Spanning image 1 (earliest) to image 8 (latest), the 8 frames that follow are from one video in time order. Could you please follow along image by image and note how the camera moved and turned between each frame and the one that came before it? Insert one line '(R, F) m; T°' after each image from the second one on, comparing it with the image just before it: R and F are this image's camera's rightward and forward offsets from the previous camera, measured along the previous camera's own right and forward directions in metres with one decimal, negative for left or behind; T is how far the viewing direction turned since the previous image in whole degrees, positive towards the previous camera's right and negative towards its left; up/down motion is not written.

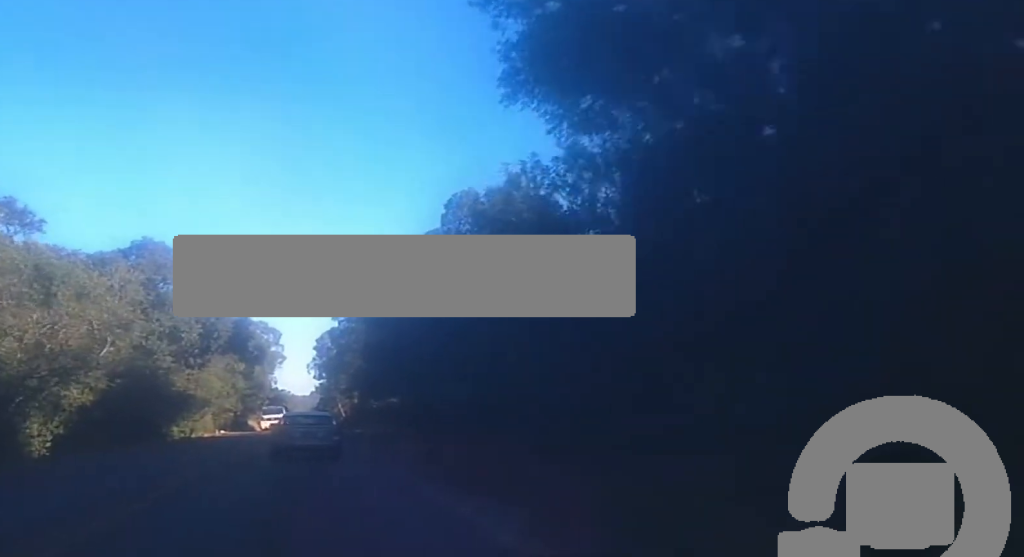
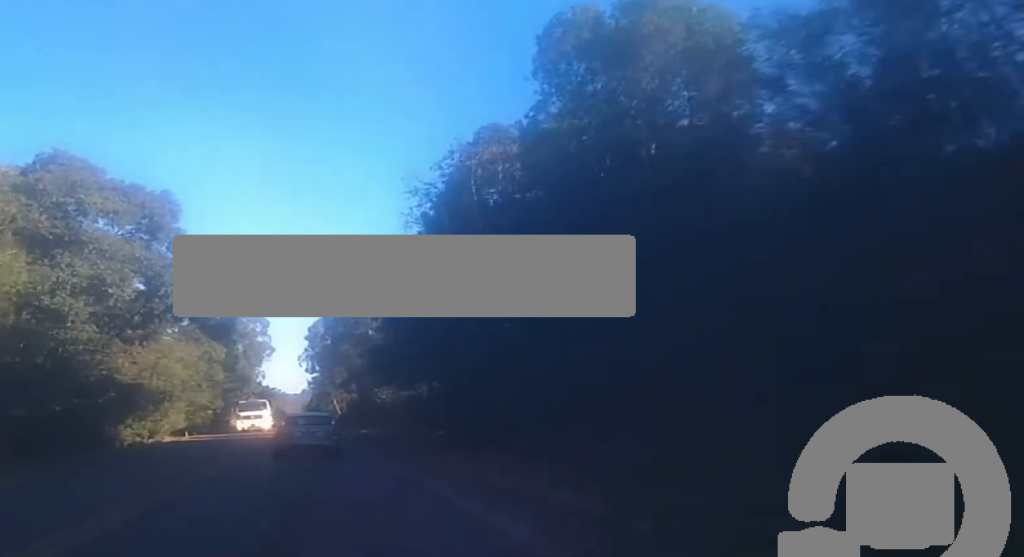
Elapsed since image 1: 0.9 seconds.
(-0.3, +18.8) m; -1°
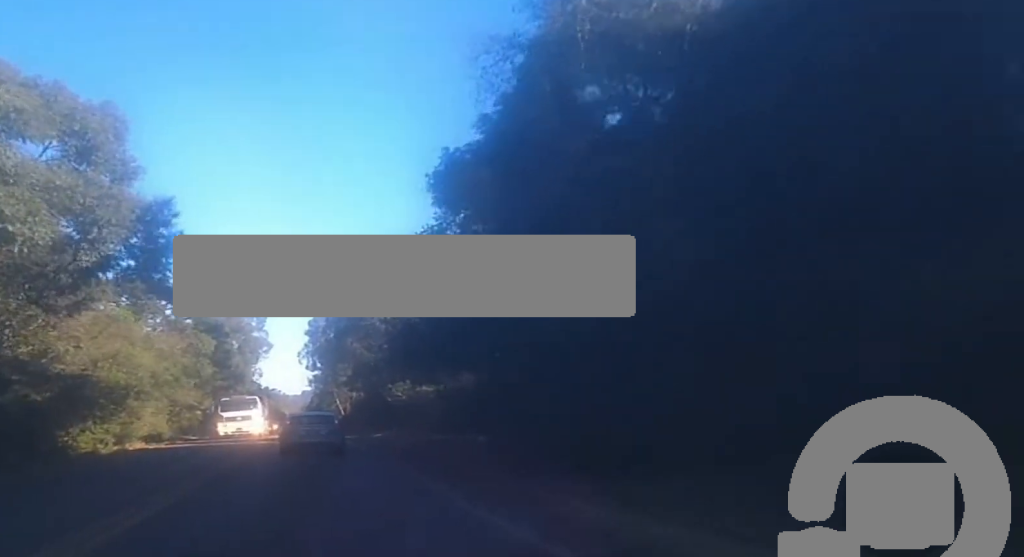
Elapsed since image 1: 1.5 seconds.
(0.0, +12.1) m; 0°
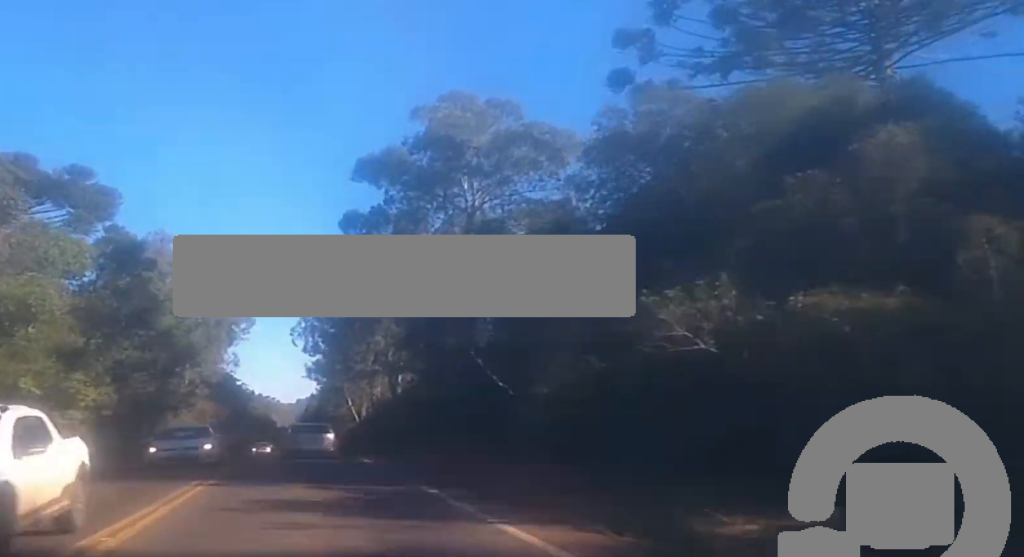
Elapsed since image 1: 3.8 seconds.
(0.0, +50.7) m; -1°
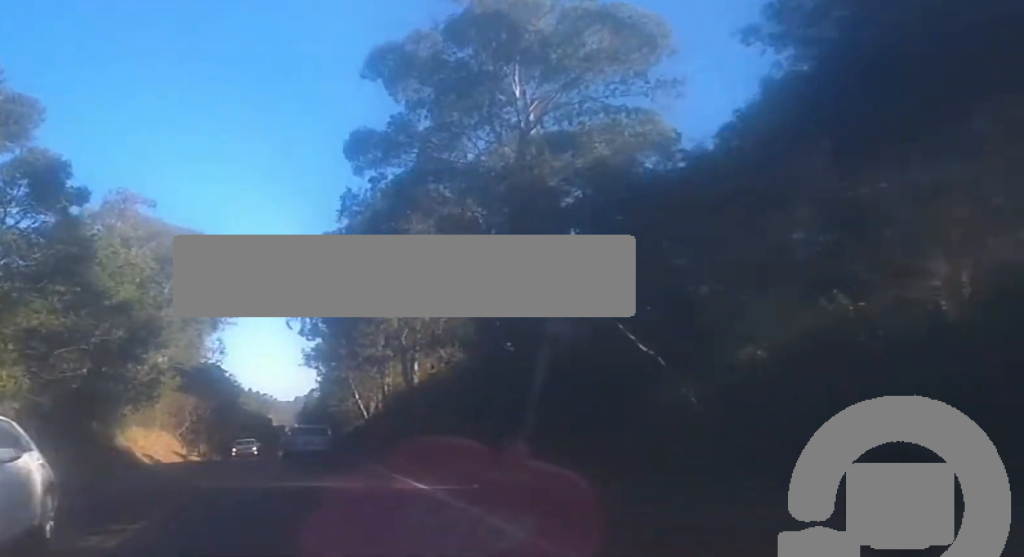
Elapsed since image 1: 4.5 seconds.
(0.0, +15.7) m; +1°
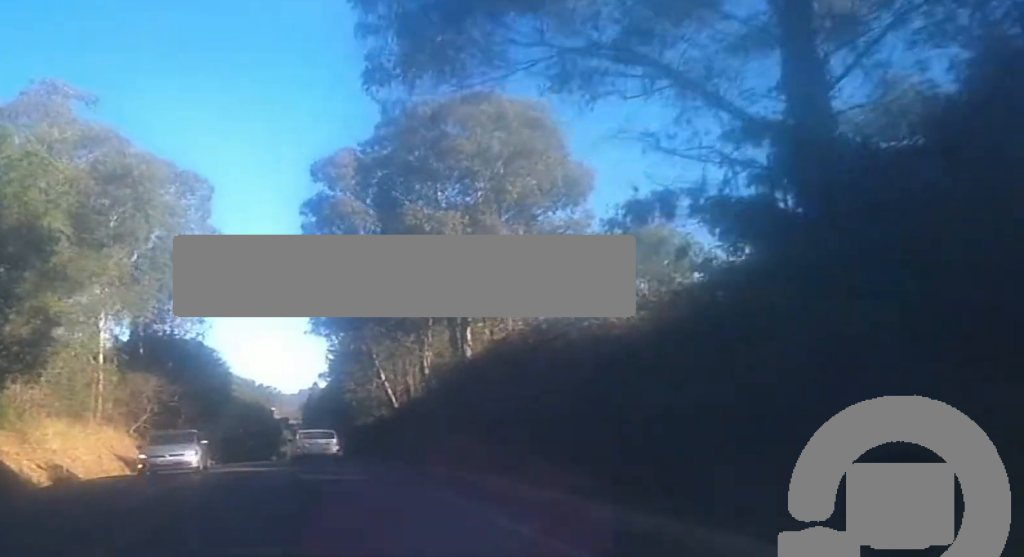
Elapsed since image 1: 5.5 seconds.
(+0.8, +23.4) m; +3°
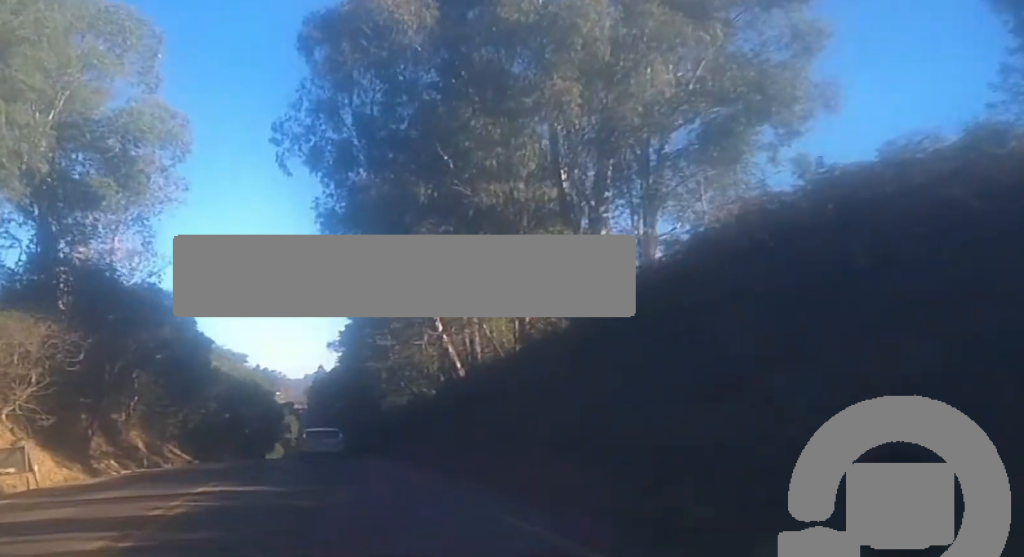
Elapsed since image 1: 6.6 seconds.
(+0.2, +24.4) m; -1°
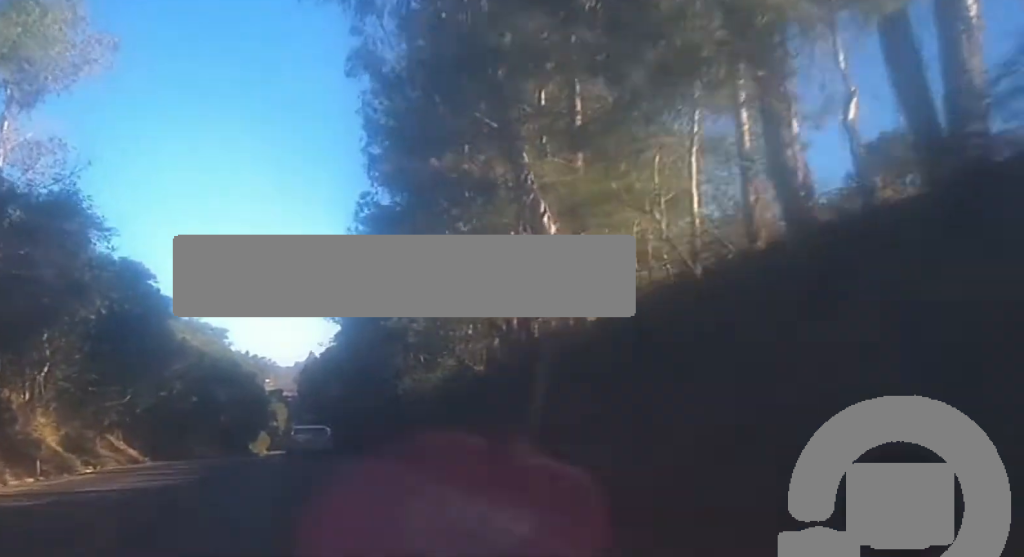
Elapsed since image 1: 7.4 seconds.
(-0.4, +18.5) m; -2°
